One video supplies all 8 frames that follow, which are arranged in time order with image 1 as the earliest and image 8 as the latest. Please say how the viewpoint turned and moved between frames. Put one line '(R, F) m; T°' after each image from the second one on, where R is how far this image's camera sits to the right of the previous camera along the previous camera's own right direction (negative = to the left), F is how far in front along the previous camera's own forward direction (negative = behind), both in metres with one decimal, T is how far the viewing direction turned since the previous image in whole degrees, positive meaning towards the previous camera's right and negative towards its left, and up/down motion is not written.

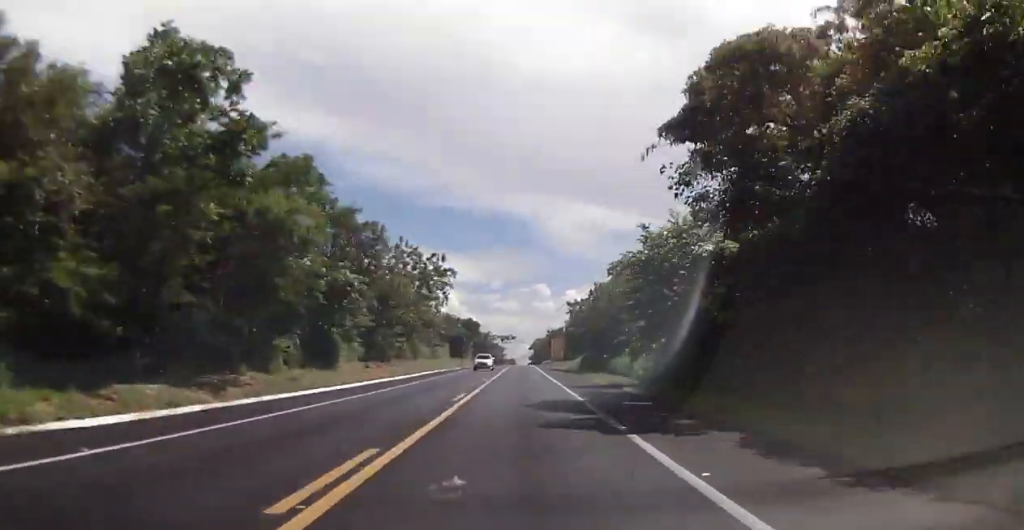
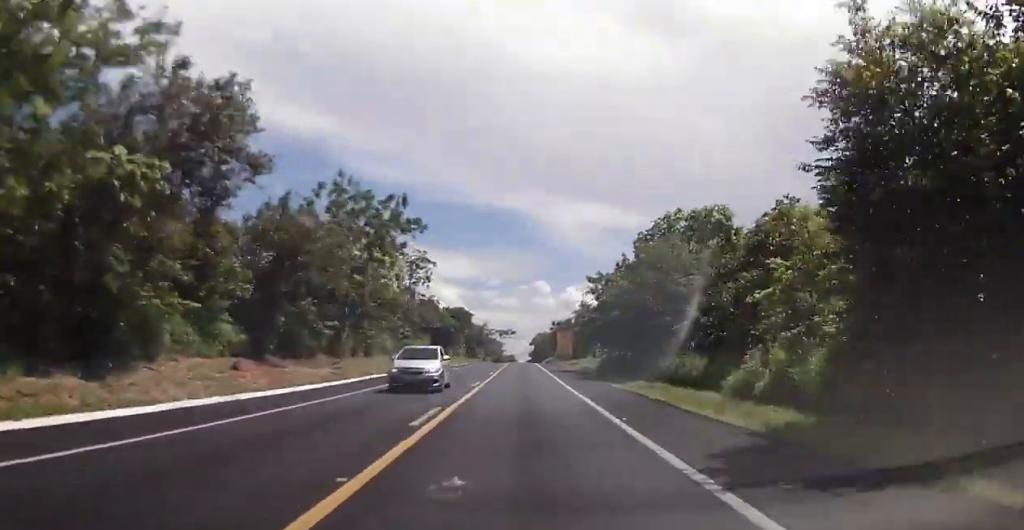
(-0.1, +22.4) m; 0°
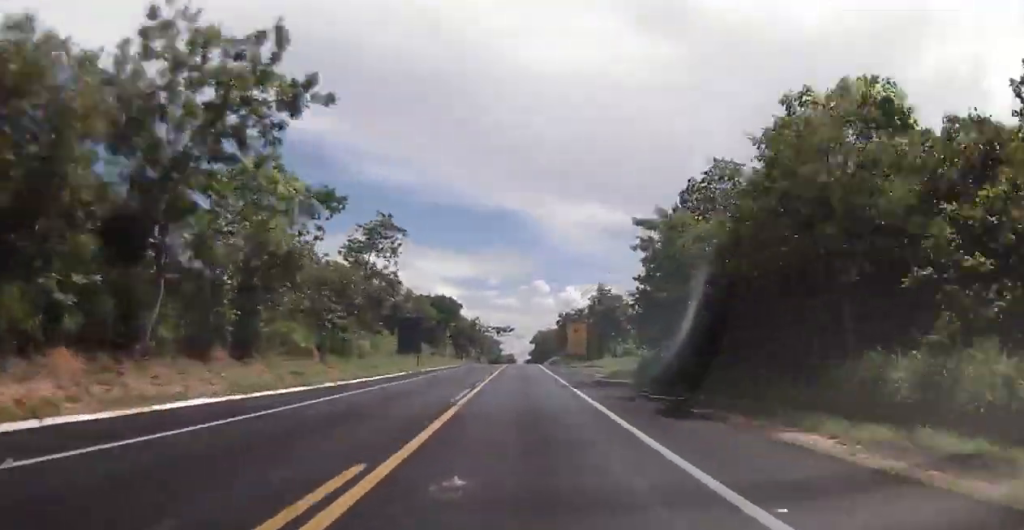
(0.0, +23.2) m; 0°
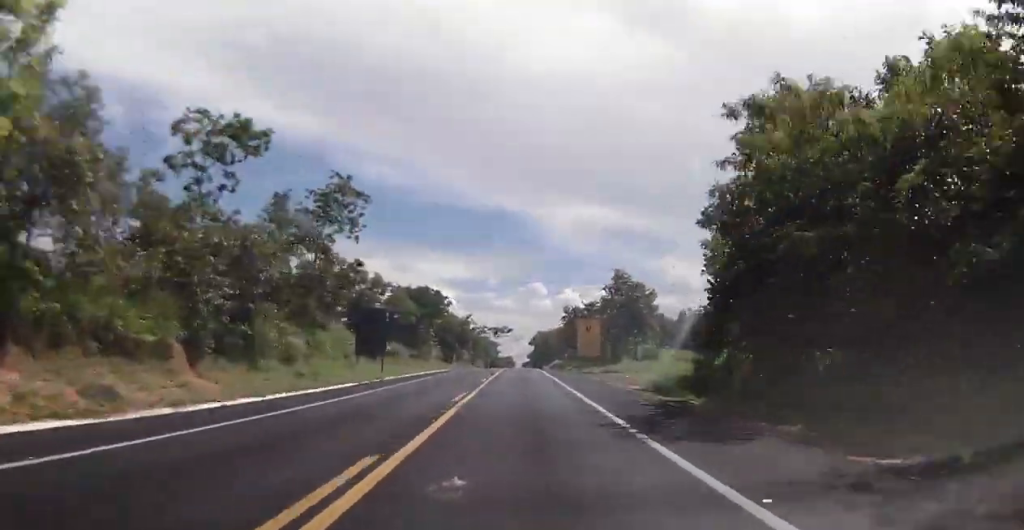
(0.0, +15.1) m; 0°
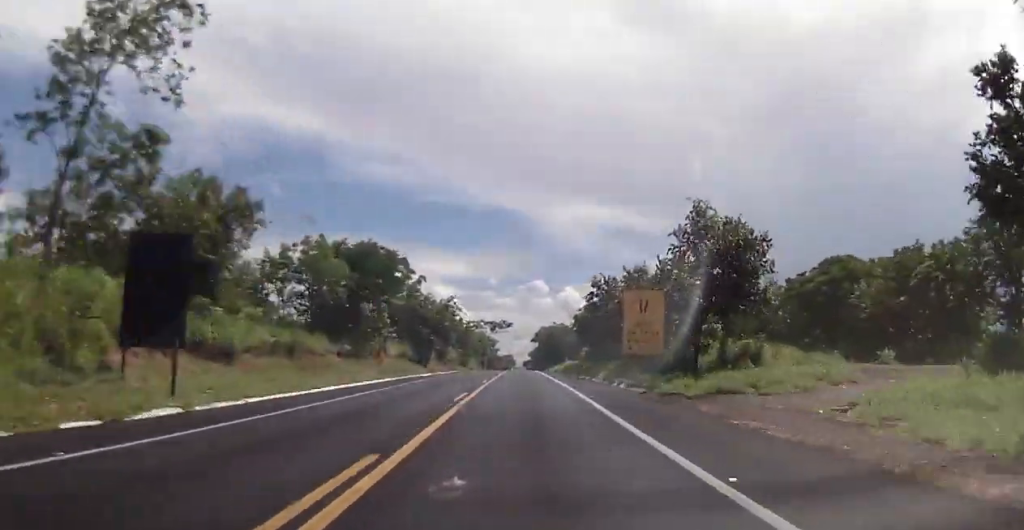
(-0.1, +28.9) m; 0°
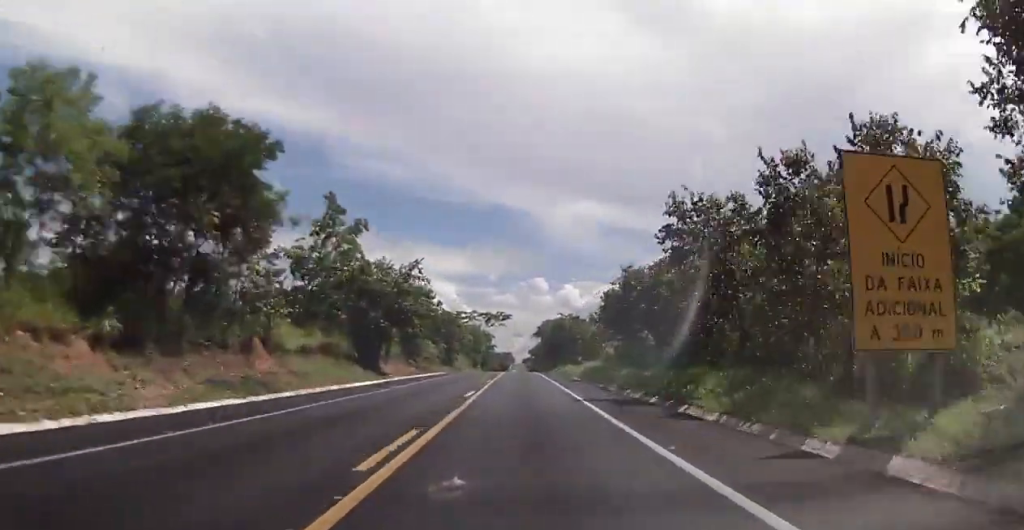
(0.0, +26.3) m; 0°
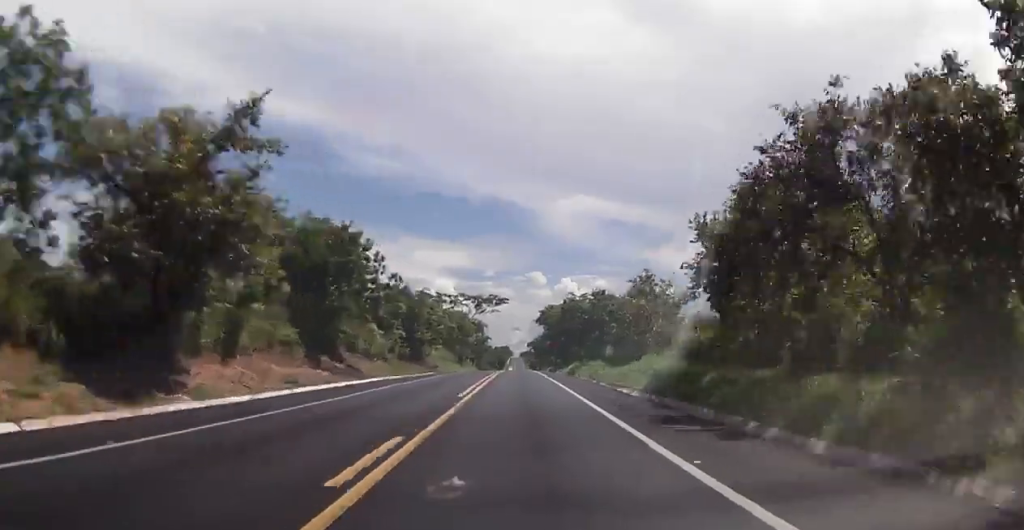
(+0.4, +31.0) m; 0°
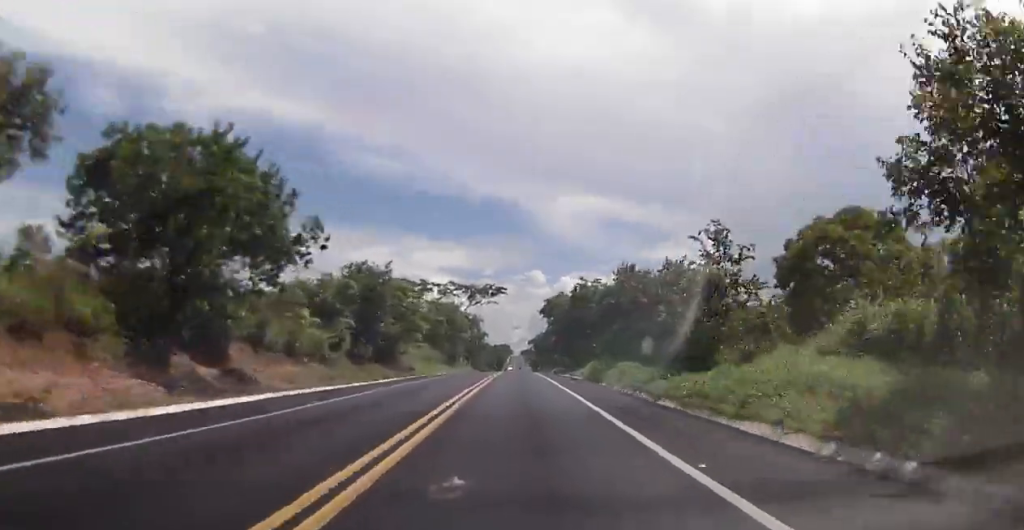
(+0.1, +17.3) m; -1°
